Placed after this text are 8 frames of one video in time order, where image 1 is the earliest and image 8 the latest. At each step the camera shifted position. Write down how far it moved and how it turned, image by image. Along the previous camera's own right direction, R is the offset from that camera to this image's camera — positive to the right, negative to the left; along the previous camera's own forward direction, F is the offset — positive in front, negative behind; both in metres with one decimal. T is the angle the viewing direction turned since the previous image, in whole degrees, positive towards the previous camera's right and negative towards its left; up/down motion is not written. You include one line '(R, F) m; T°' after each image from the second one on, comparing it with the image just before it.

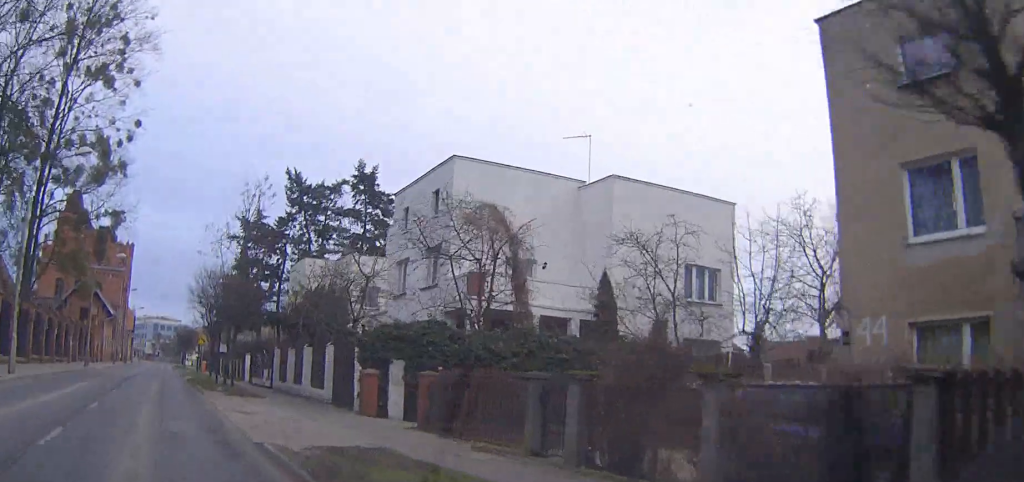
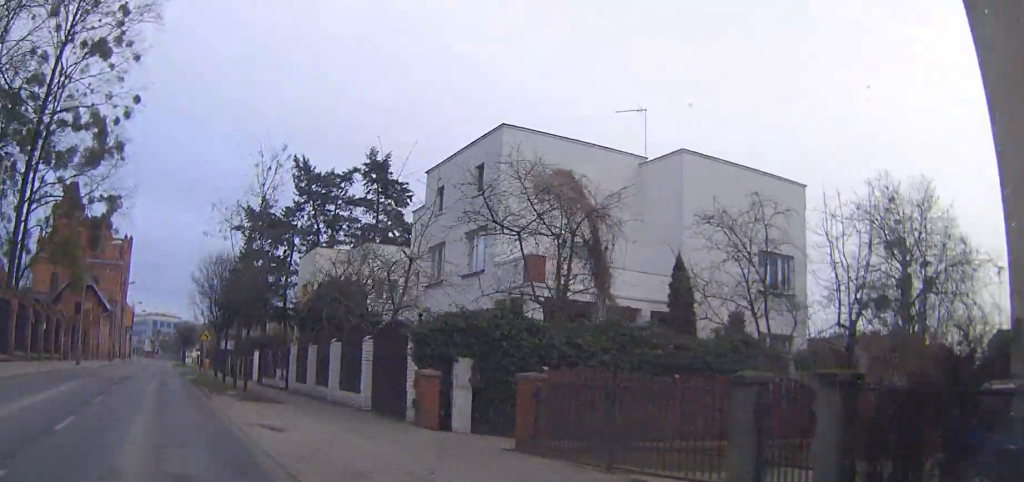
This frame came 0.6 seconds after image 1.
(0.0, +4.3) m; 0°
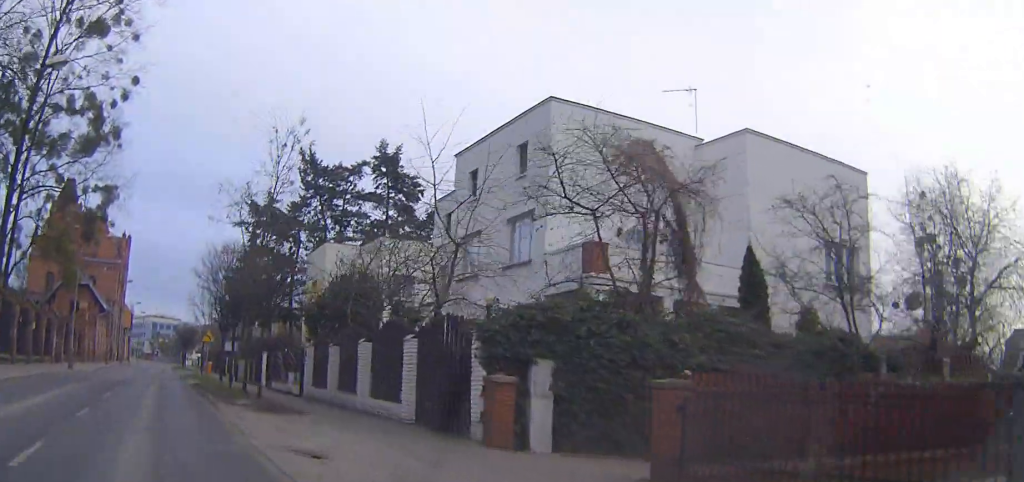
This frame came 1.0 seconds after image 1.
(0.0, +3.3) m; 0°
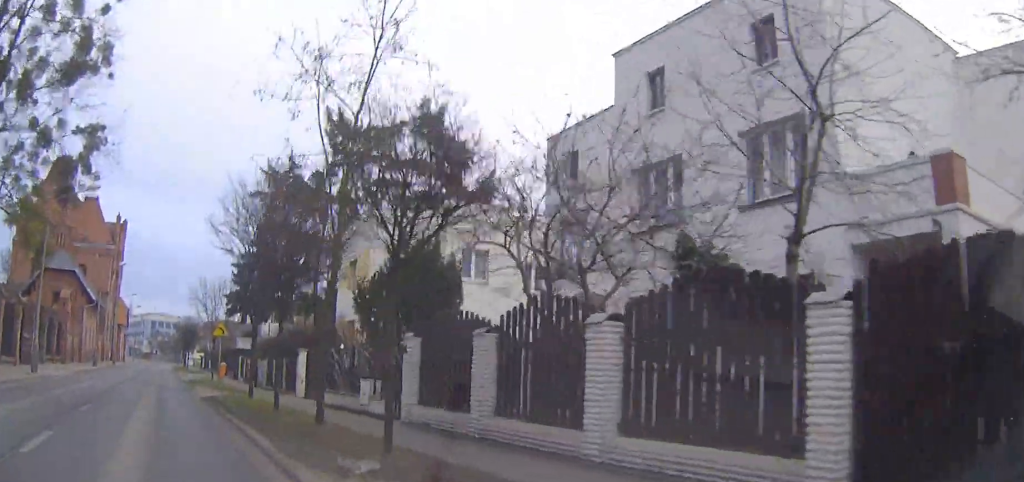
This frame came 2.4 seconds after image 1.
(0.0, +10.7) m; 0°
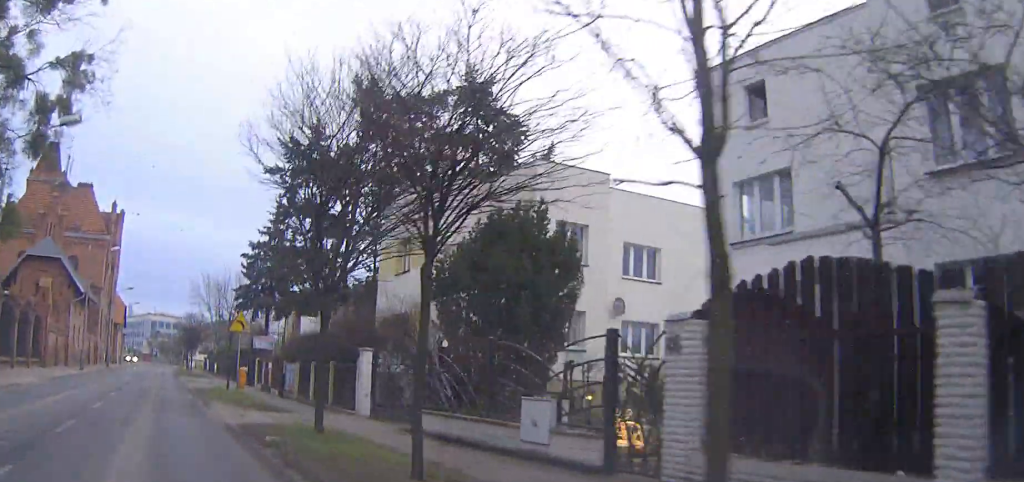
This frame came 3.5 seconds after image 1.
(0.0, +8.5) m; 0°
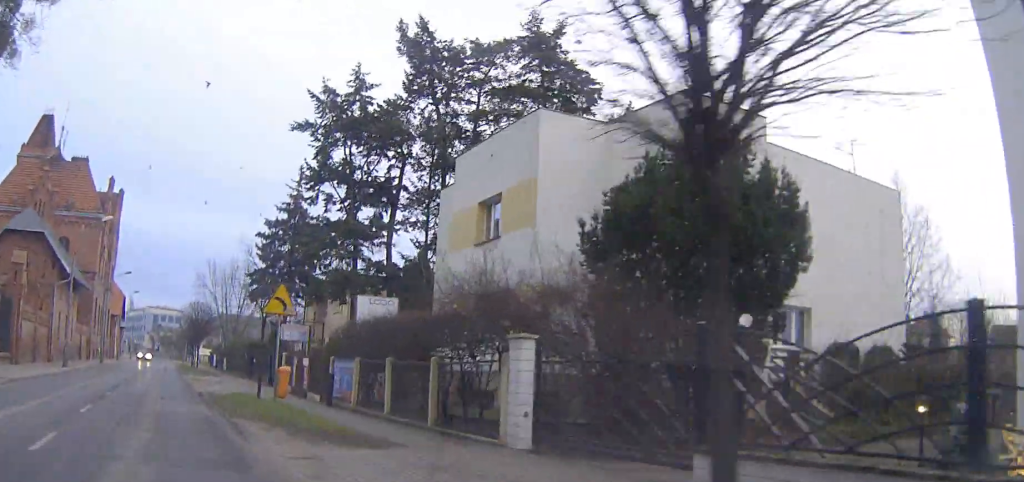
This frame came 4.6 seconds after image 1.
(0.0, +8.4) m; 0°
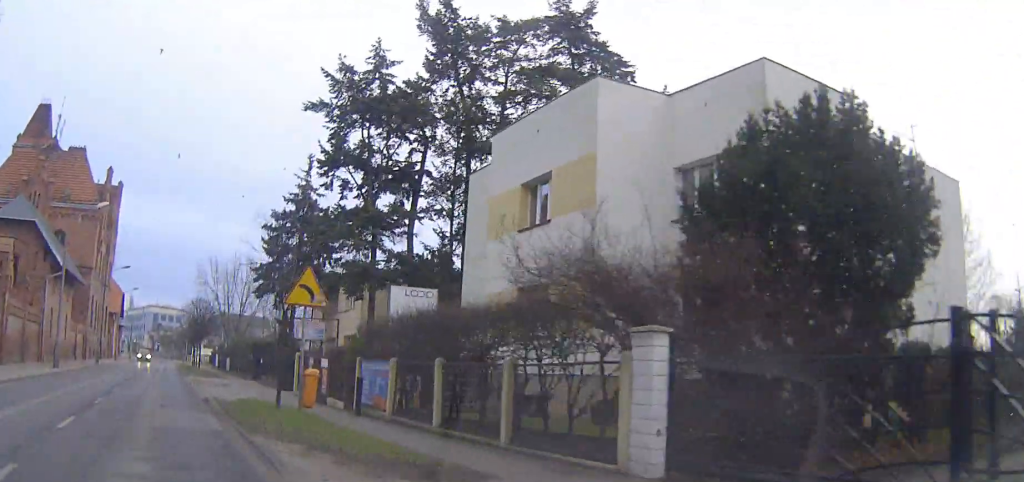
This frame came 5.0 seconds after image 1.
(0.0, +3.2) m; 0°
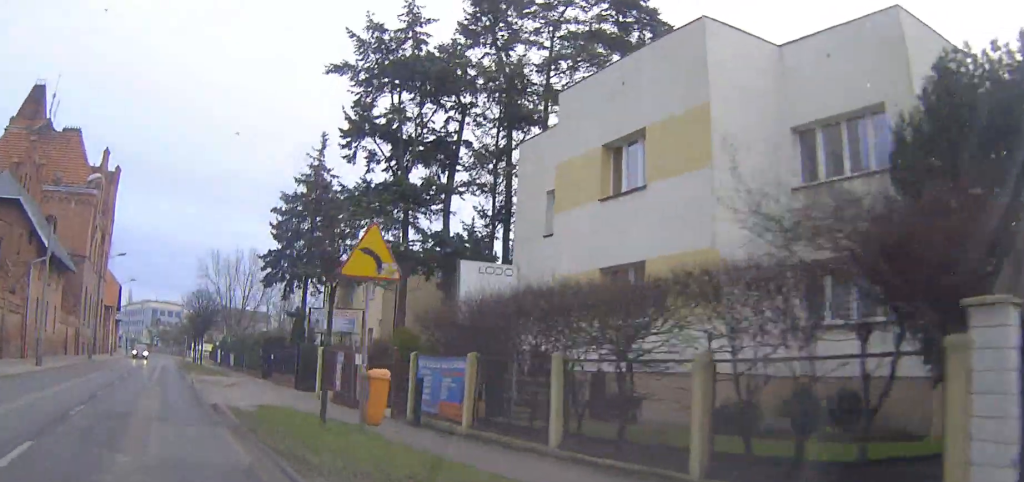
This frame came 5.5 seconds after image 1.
(0.0, +4.5) m; 0°
